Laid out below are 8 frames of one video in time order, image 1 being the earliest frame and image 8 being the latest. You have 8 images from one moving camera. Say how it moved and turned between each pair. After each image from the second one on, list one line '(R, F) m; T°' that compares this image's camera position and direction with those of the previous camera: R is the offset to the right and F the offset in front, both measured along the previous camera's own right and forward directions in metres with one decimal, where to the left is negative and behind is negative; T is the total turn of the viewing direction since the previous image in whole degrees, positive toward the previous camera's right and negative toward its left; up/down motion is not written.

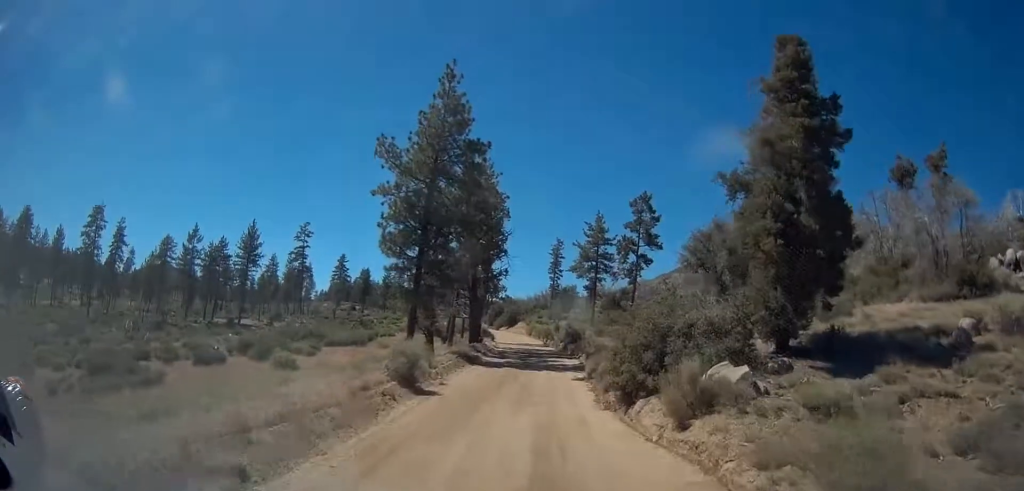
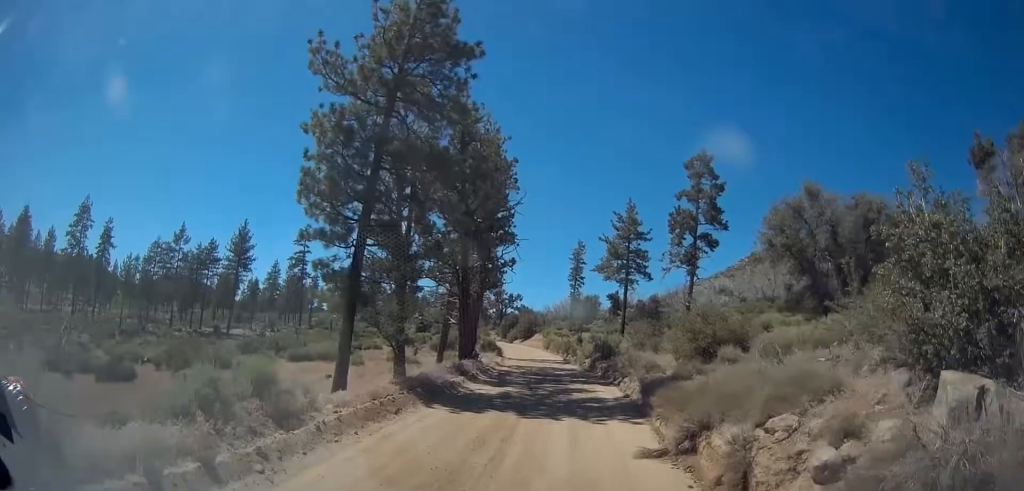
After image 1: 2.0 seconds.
(+0.2, +13.1) m; +2°
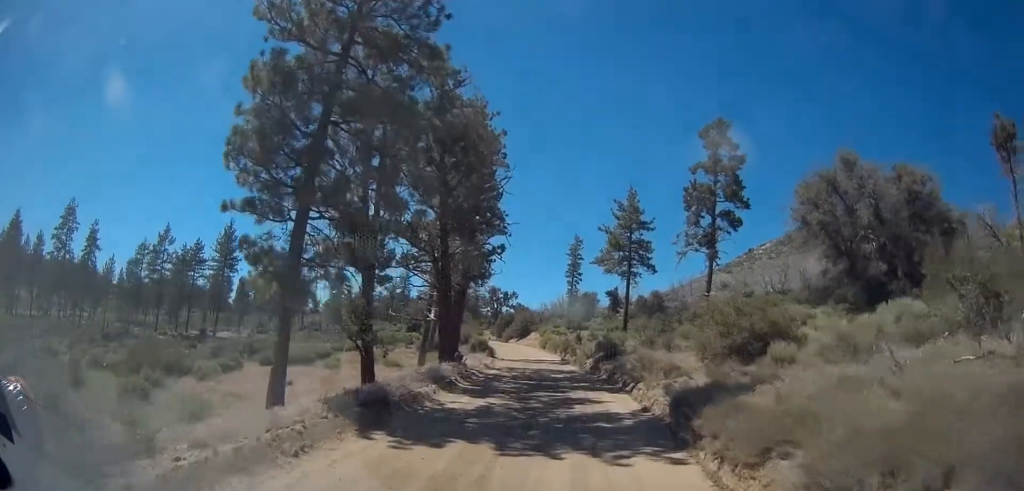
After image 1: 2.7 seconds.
(+0.1, +4.7) m; +1°
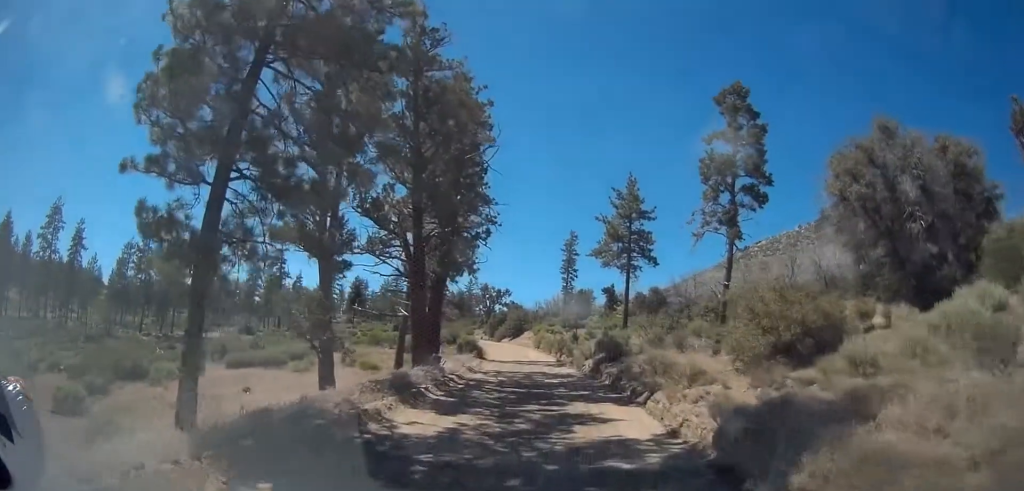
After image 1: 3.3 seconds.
(-0.5, +4.1) m; 0°
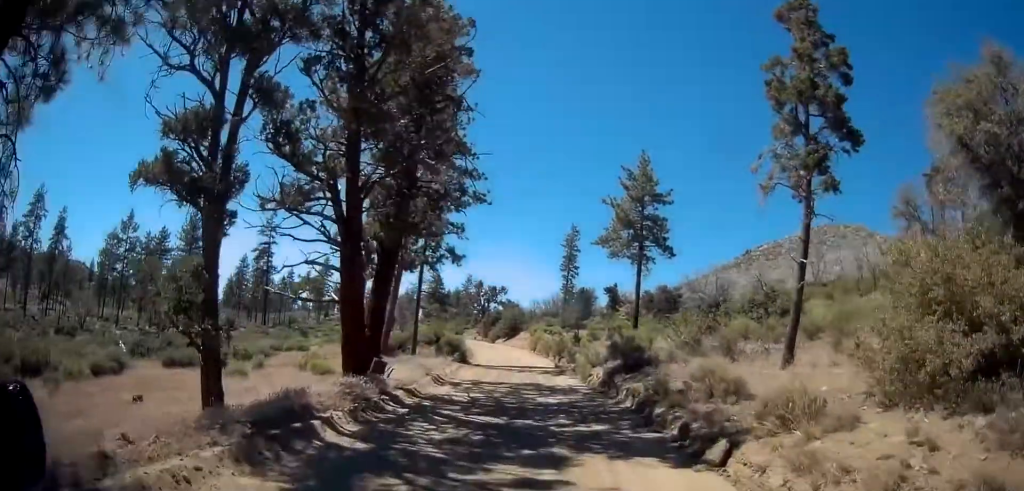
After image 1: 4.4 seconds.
(+0.7, +7.7) m; 0°
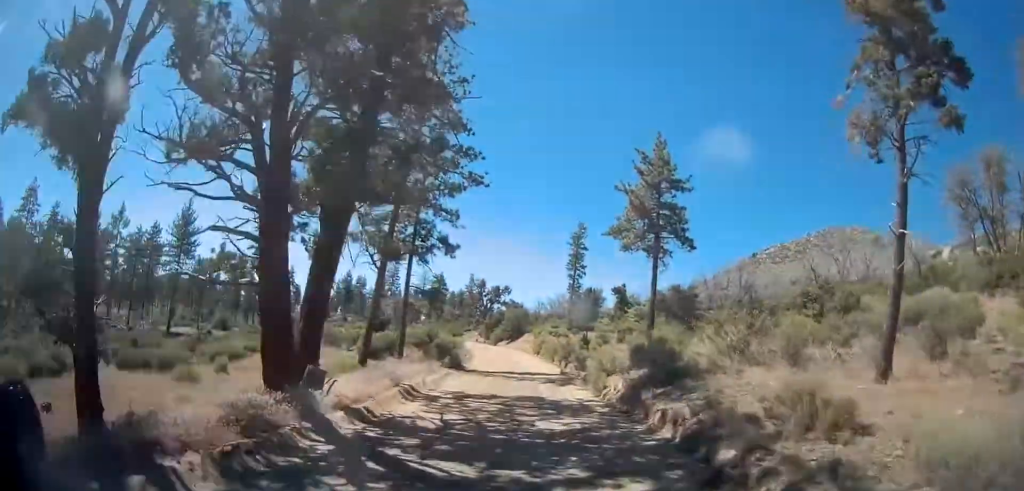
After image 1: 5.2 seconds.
(-0.6, +4.9) m; 0°
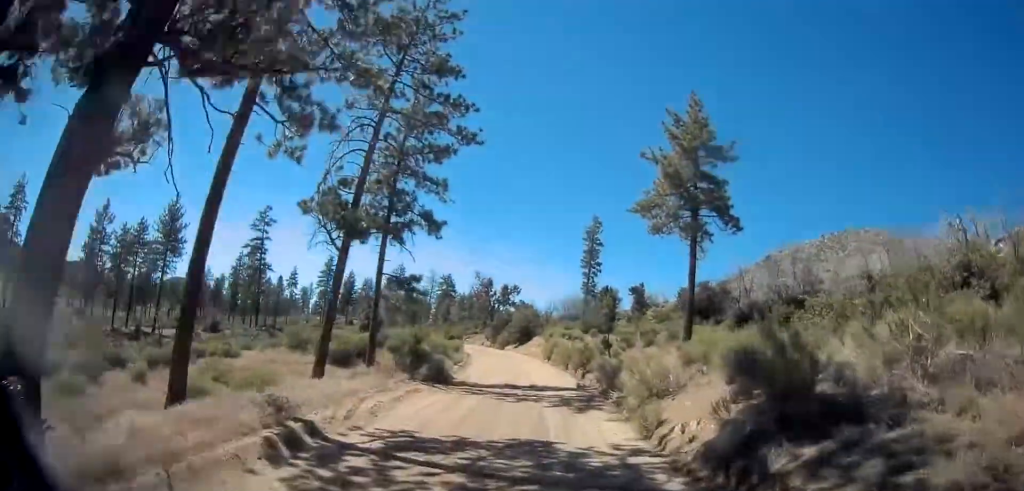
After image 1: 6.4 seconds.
(+0.5, +8.1) m; 0°
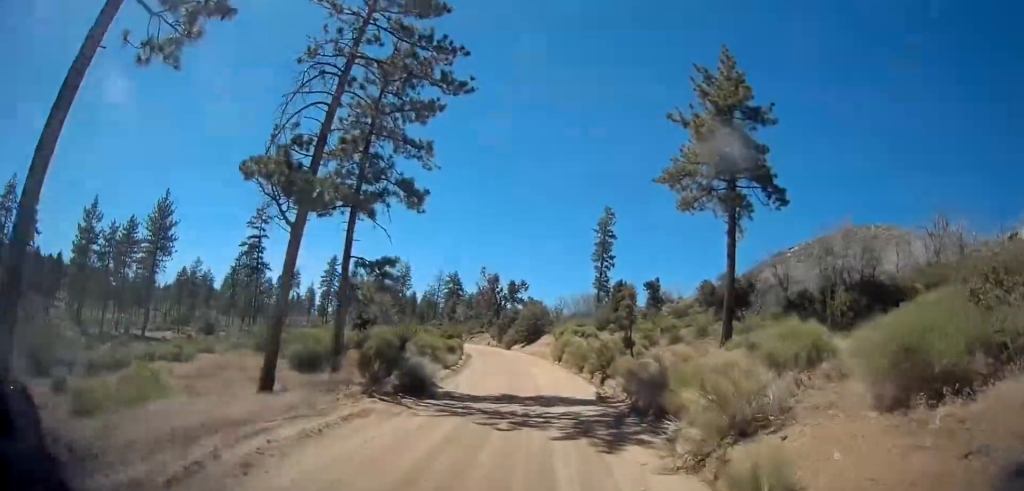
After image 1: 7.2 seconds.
(-0.6, +5.8) m; -4°
